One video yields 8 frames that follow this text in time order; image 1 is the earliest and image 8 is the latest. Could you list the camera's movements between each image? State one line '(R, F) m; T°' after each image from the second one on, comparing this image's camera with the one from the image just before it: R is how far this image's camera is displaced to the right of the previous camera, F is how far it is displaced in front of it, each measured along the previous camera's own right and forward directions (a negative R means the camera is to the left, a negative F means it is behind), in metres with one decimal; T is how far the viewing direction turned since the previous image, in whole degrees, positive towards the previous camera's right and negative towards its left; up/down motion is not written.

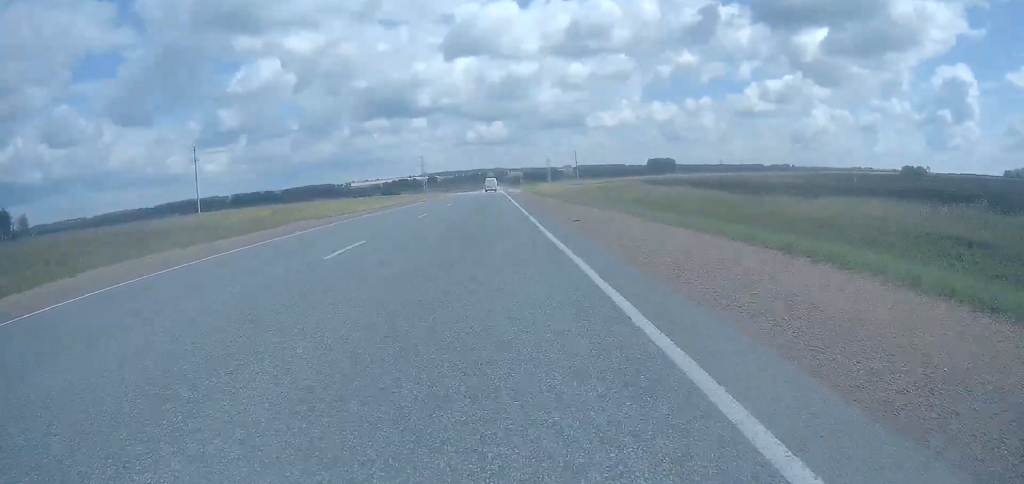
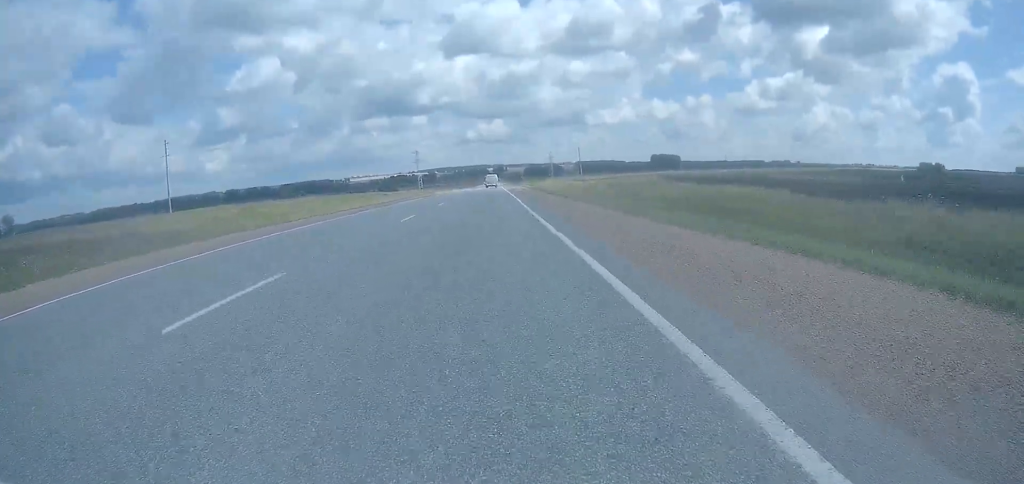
(0.0, +17.2) m; 0°
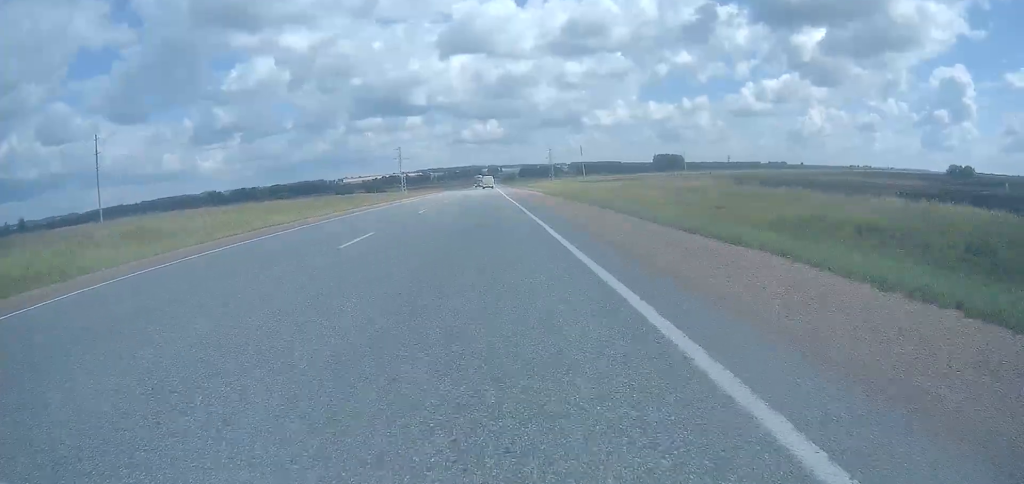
(0.0, +30.6) m; 0°
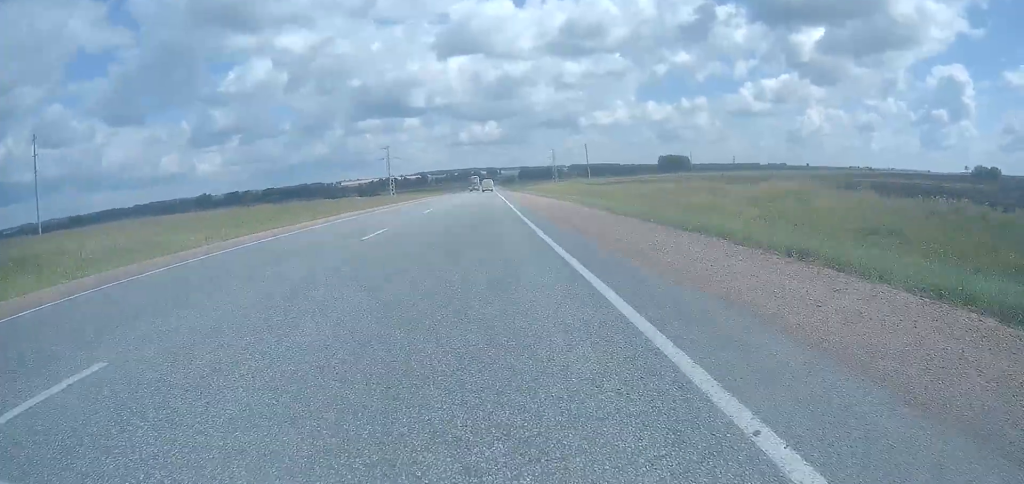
(0.0, +21.9) m; 0°
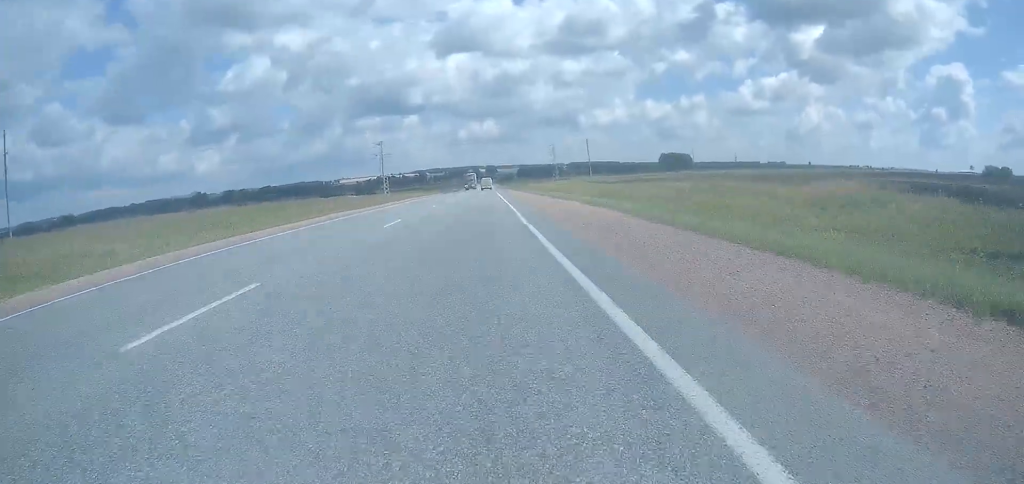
(0.0, +8.7) m; 0°
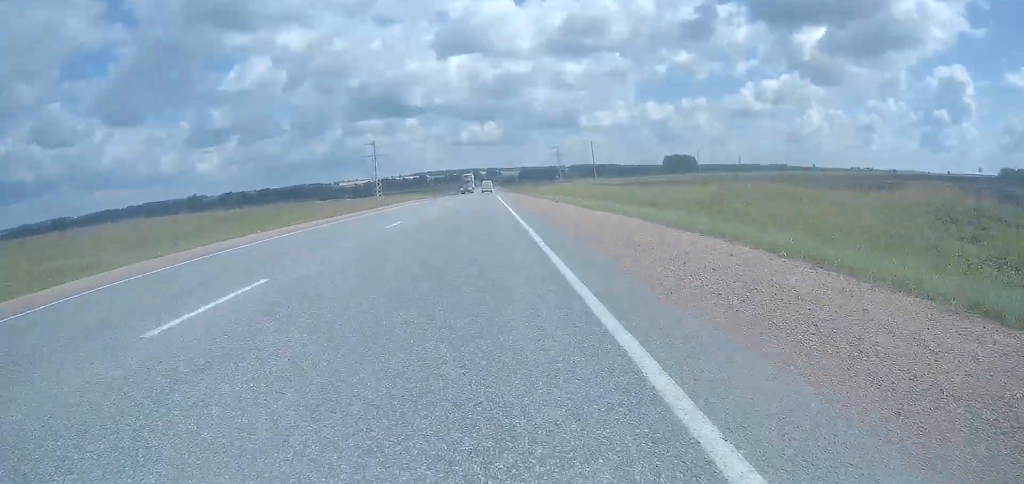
(0.0, +11.6) m; 0°
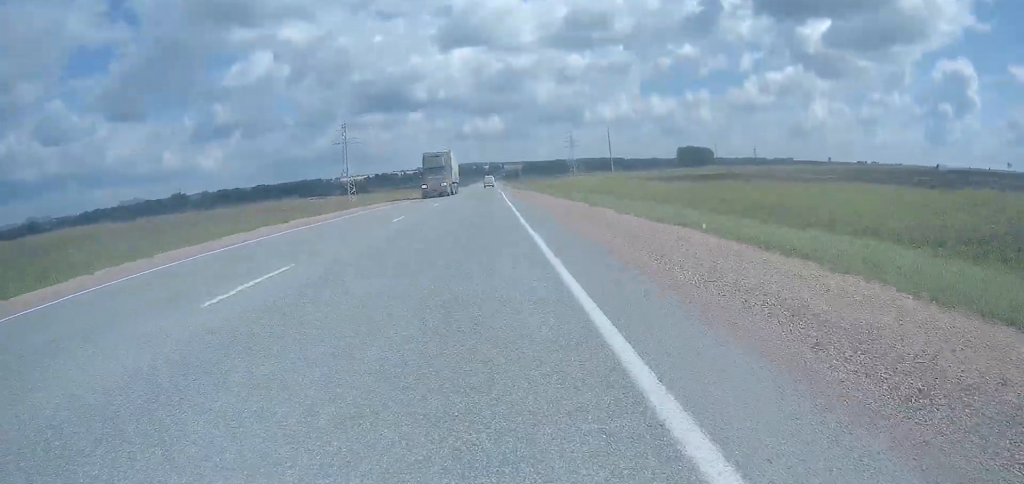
(0.0, +35.1) m; 0°
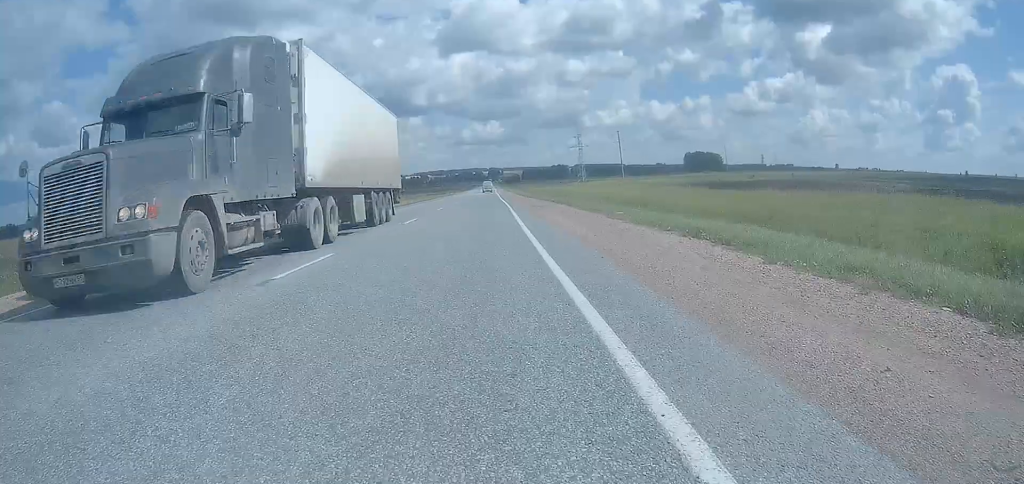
(0.0, +22.3) m; 0°
